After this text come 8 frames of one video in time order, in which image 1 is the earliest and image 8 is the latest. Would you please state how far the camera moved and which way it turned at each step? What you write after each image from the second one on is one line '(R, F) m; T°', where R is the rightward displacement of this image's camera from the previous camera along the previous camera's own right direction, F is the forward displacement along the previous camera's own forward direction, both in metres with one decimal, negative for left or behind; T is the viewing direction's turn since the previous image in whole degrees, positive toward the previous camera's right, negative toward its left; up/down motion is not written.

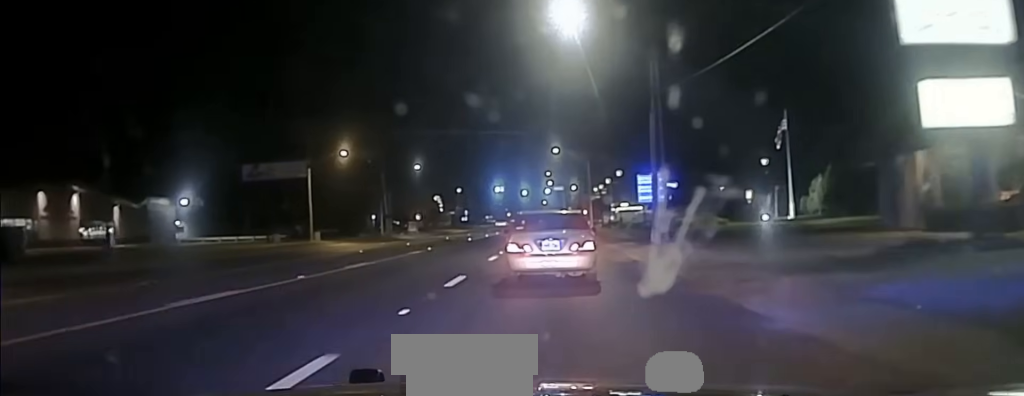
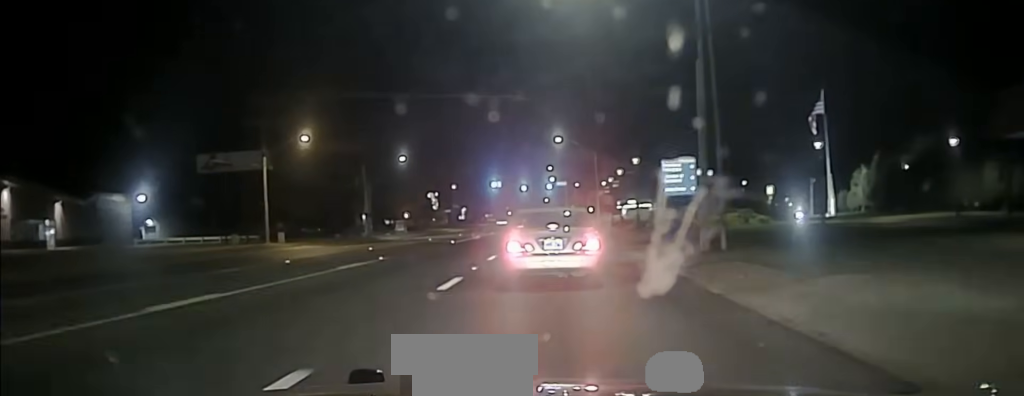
(-0.2, +12.9) m; 0°
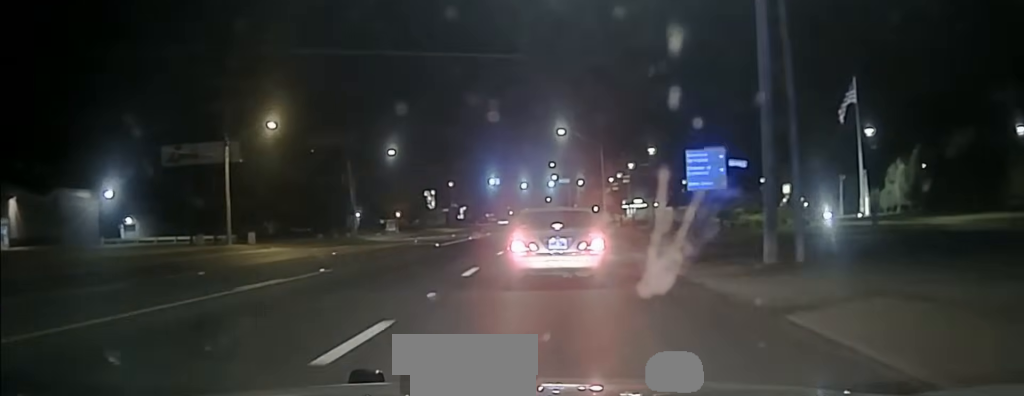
(-0.1, +8.3) m; 0°
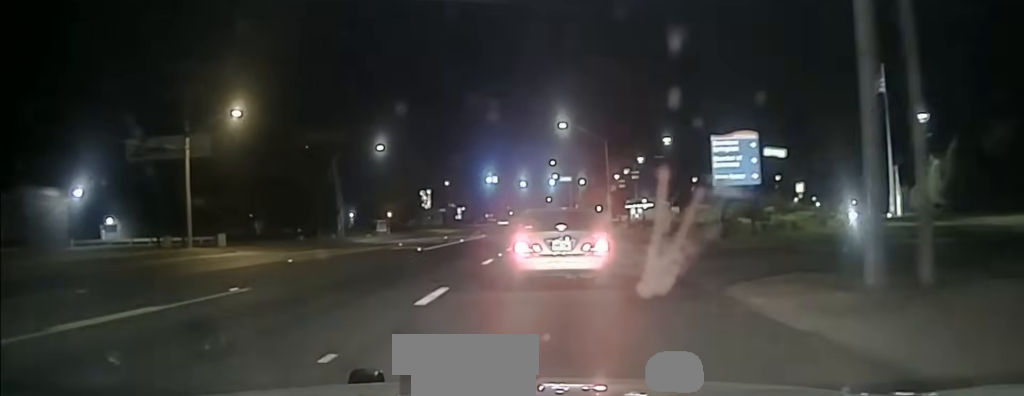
(+0.2, +6.7) m; +1°
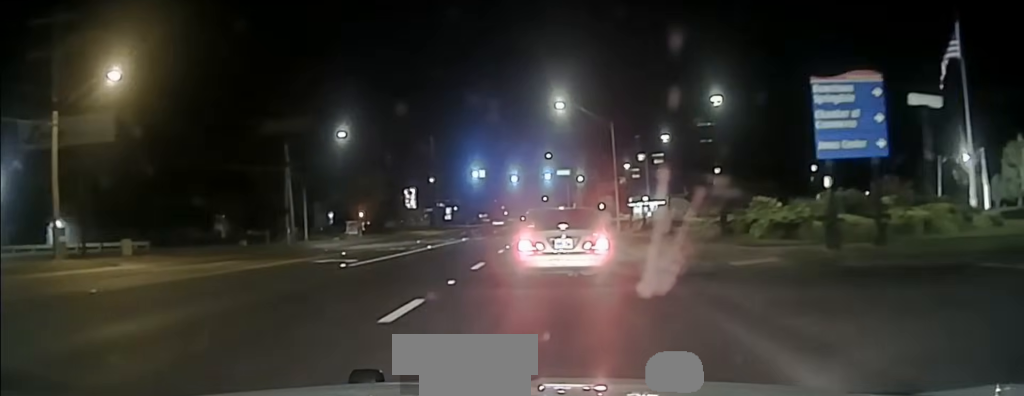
(+0.2, +14.6) m; -1°
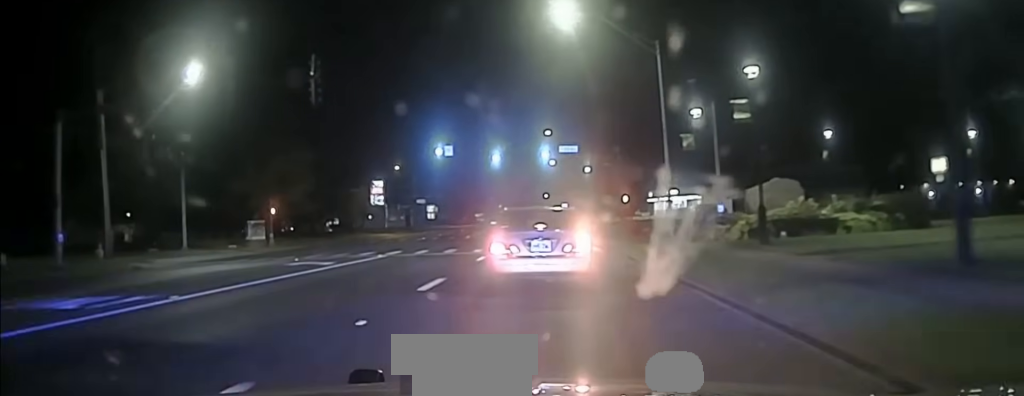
(+0.3, +31.3) m; +1°
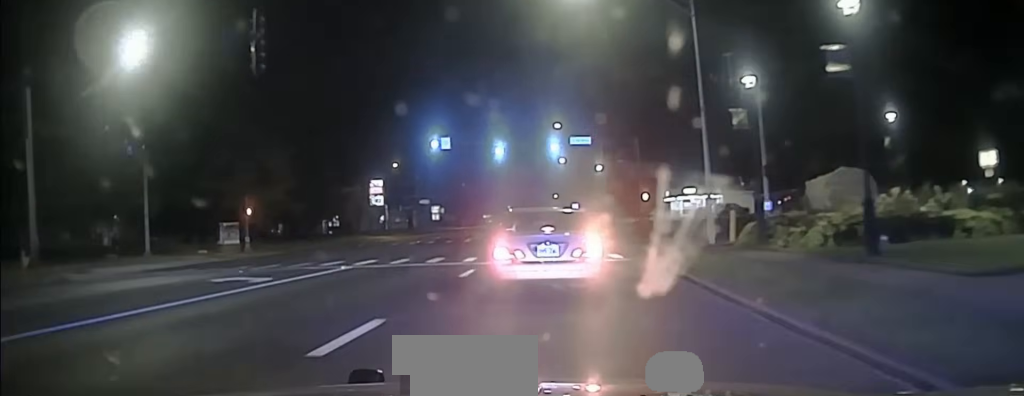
(-0.2, +8.5) m; 0°
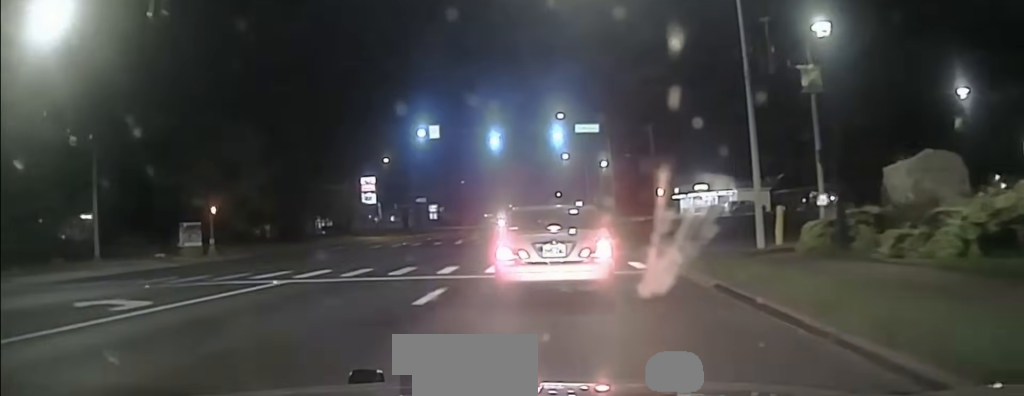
(+0.1, +7.2) m; 0°
